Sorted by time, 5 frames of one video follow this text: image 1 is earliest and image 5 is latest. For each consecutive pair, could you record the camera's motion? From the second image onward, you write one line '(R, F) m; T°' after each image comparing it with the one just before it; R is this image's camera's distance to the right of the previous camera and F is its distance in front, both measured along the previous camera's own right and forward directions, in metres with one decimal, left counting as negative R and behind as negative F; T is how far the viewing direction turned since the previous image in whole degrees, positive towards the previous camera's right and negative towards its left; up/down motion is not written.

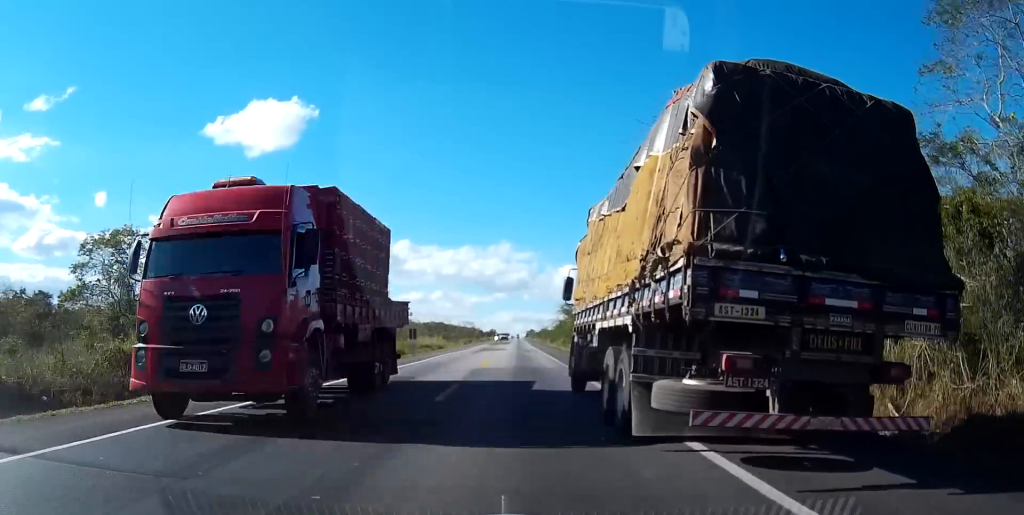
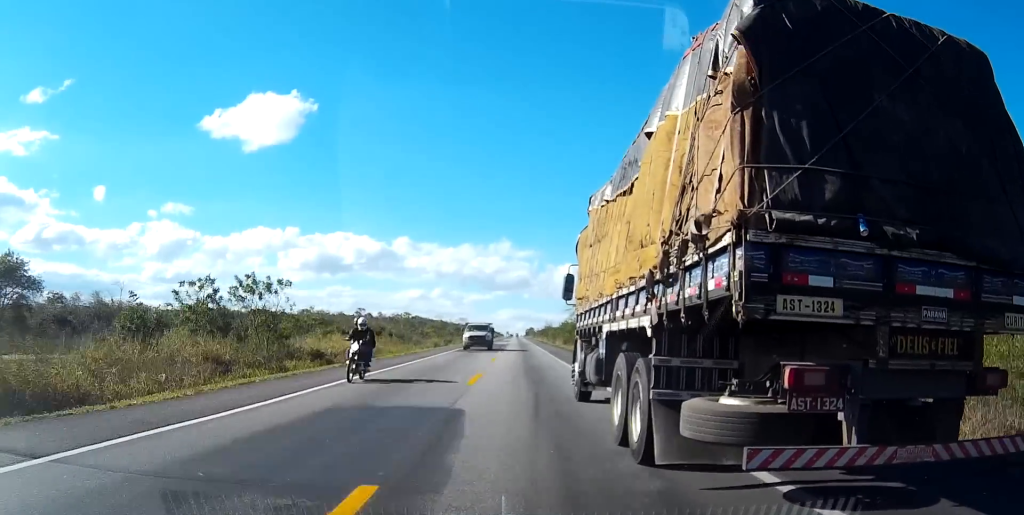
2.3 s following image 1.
(+0.1, +59.0) m; 0°
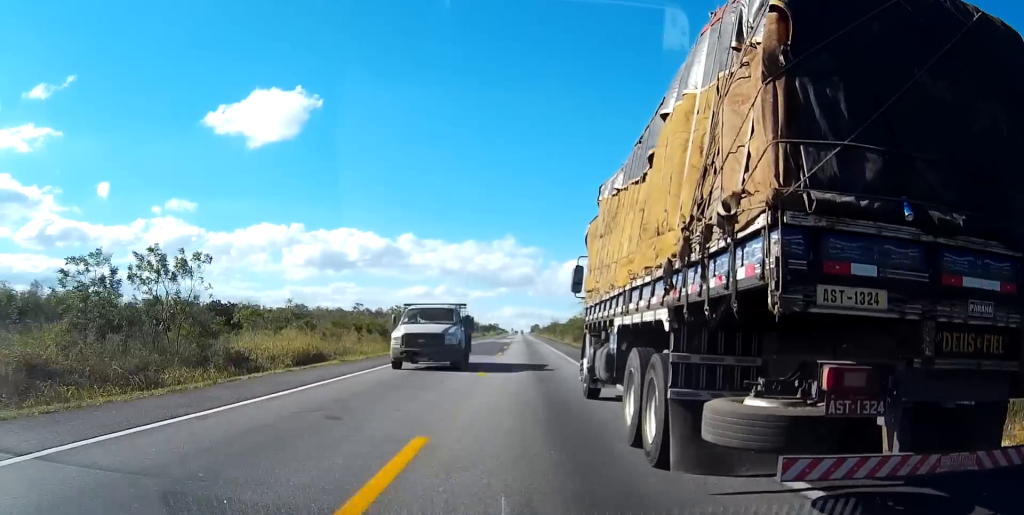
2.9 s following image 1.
(-0.1, +14.6) m; 0°
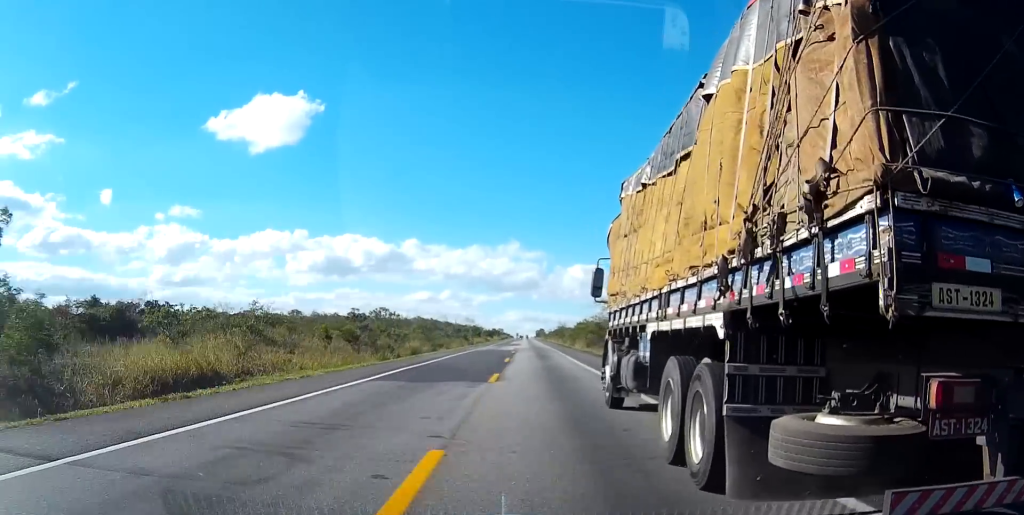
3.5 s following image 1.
(0.0, +16.5) m; 0°
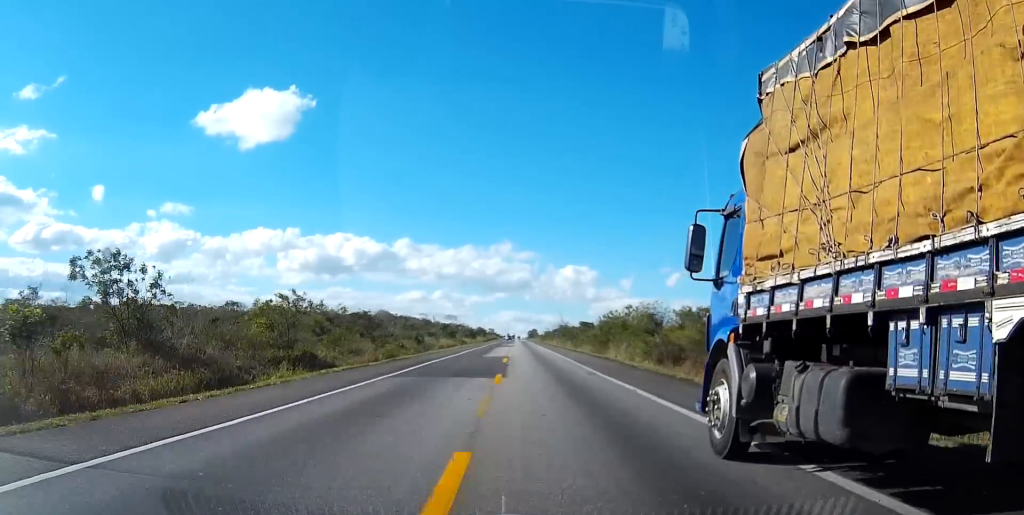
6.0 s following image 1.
(+0.4, +65.5) m; +1°
